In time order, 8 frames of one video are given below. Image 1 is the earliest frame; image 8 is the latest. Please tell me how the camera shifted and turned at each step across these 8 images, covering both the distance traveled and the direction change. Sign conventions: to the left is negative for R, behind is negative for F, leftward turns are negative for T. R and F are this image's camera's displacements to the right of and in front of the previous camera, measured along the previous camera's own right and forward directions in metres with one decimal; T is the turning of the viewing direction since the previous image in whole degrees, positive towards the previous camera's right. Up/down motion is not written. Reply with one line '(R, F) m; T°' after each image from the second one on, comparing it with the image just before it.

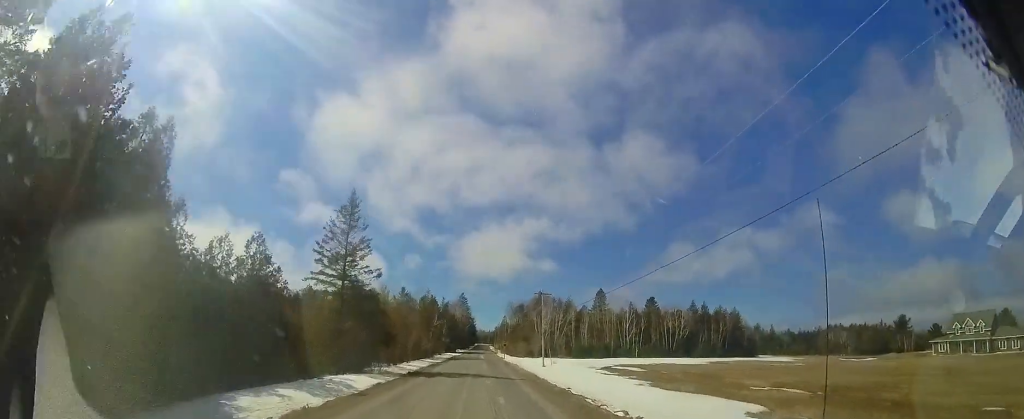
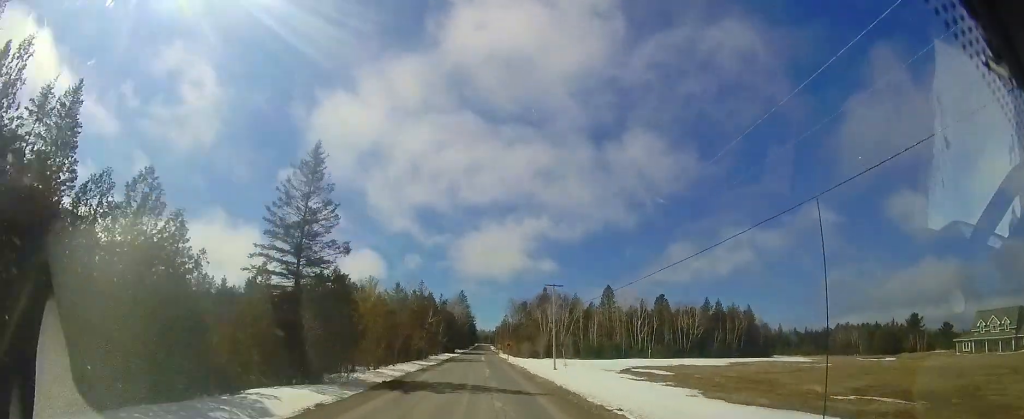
(-0.1, +6.3) m; 0°
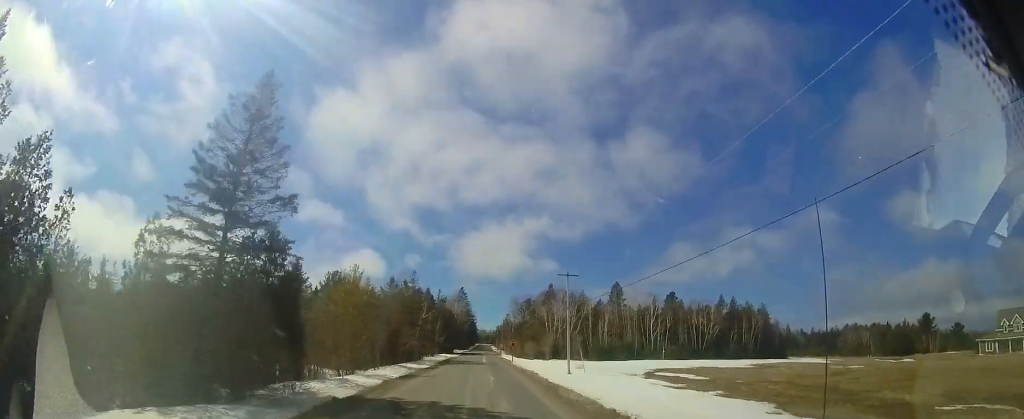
(-0.1, +5.9) m; 0°
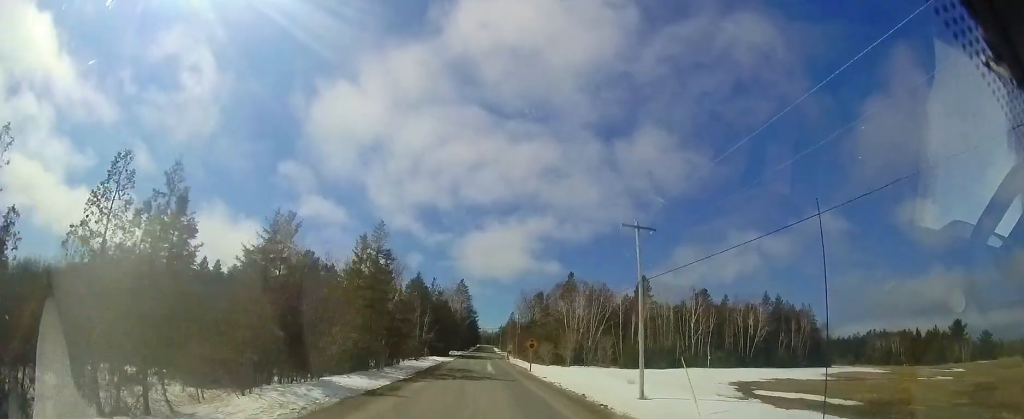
(+0.4, +14.9) m; -2°
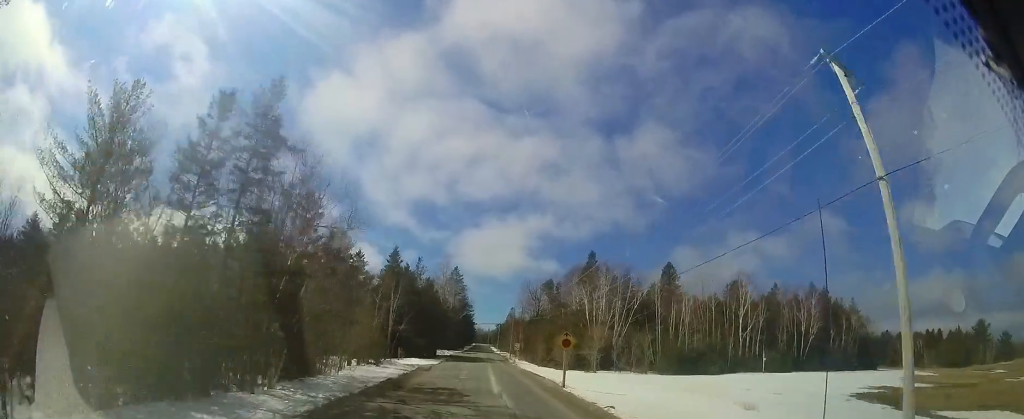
(-0.9, +13.9) m; -2°
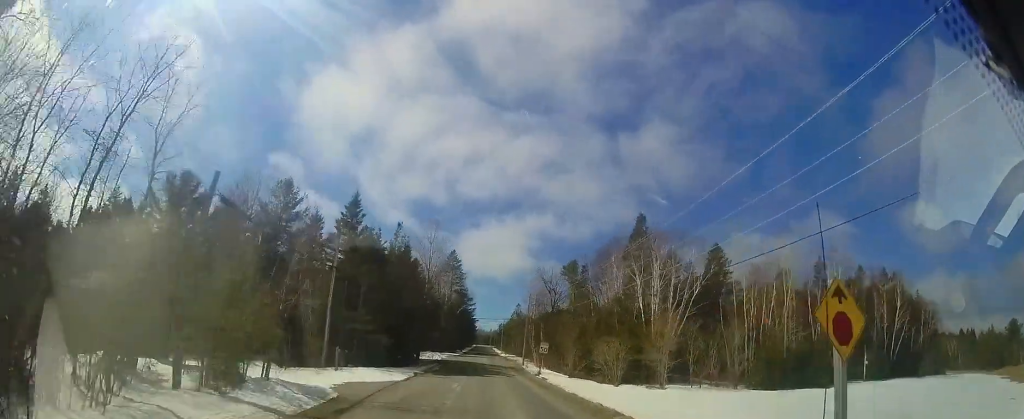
(+0.3, +15.3) m; 0°
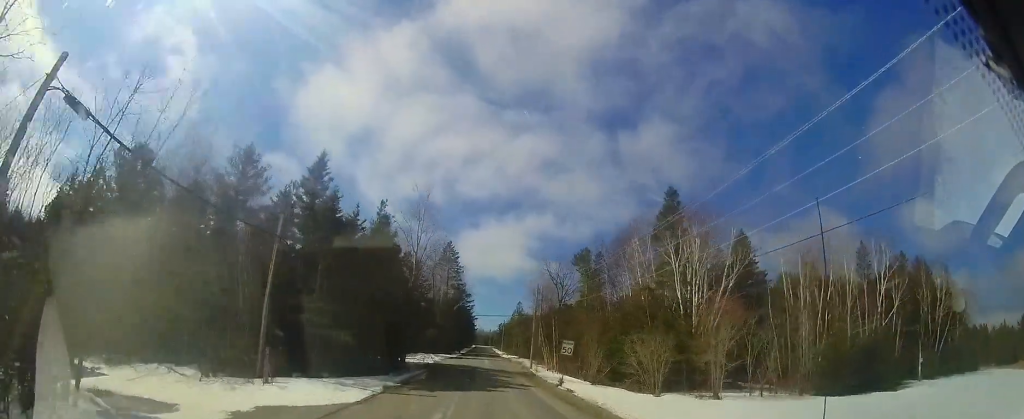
(-0.2, +6.4) m; -1°
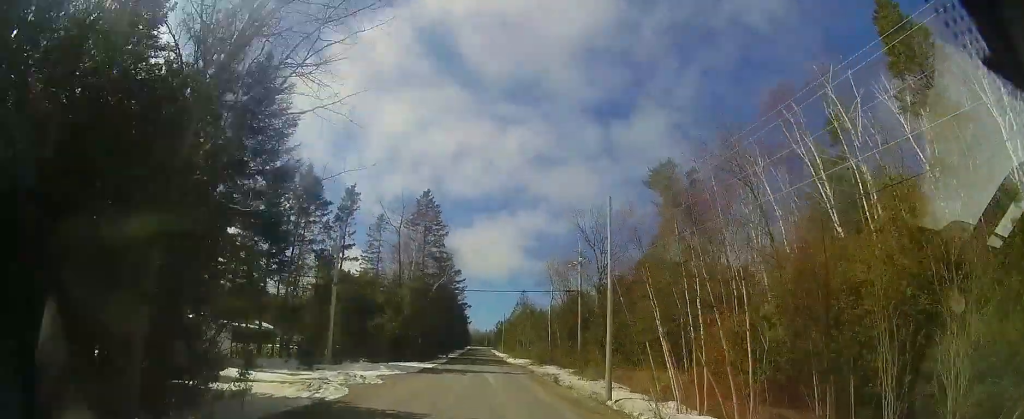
(+0.1, +21.8) m; 0°
